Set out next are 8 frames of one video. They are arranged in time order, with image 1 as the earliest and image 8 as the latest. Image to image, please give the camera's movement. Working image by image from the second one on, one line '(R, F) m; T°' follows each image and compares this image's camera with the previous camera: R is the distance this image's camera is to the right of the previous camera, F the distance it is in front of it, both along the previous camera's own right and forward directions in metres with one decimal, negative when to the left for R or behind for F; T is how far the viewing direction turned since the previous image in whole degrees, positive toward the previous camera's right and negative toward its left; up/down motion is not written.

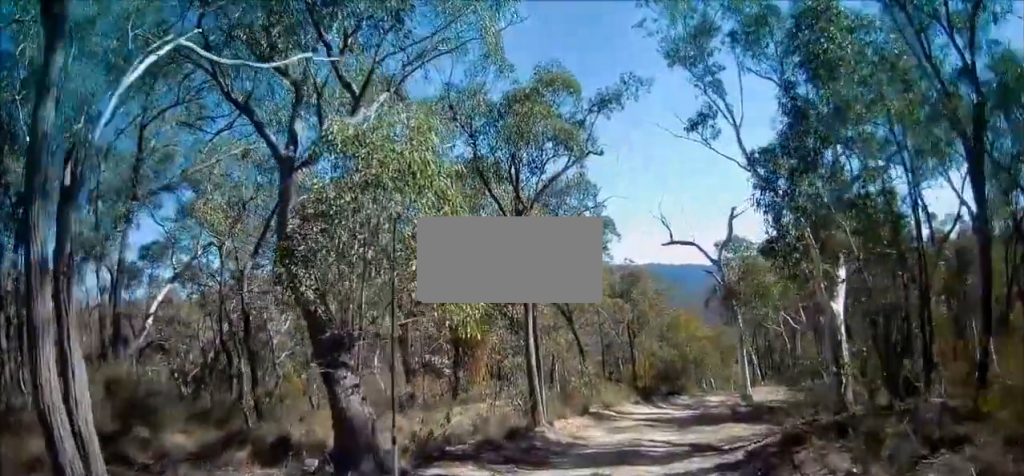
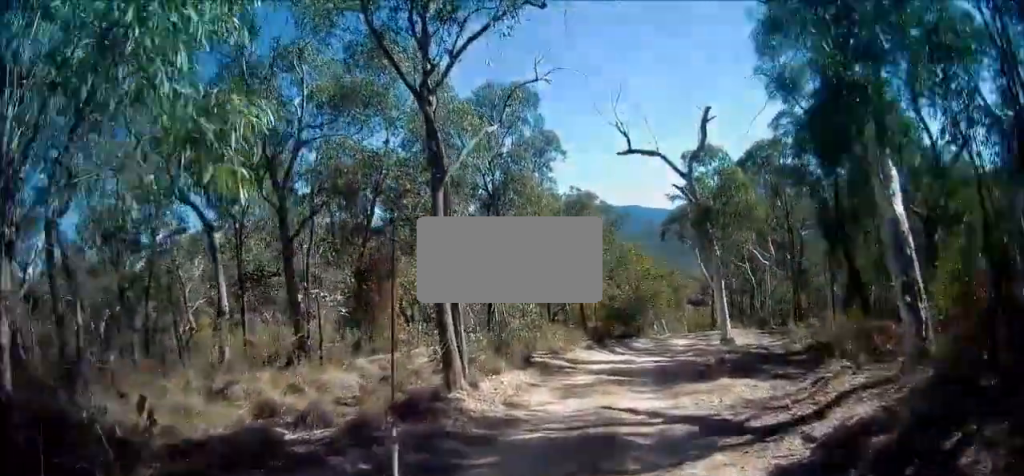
(+0.1, +4.8) m; +4°
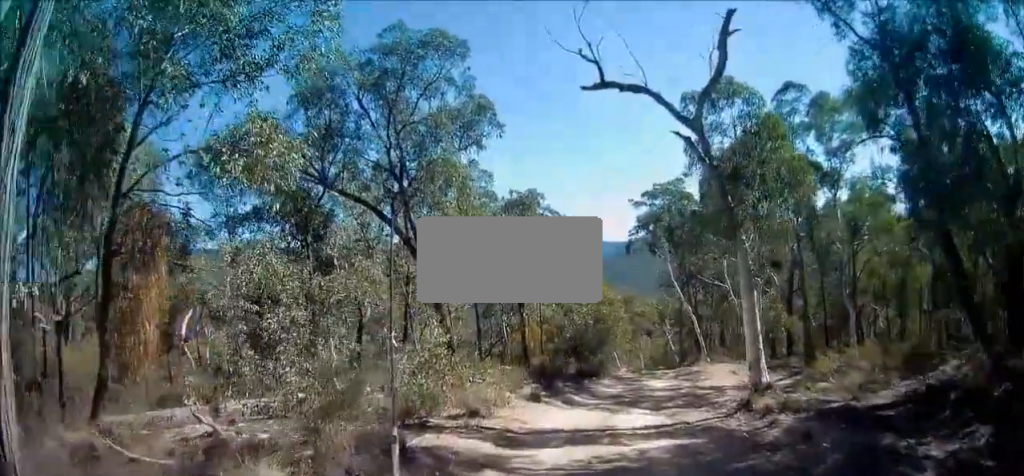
(+0.7, +8.5) m; +8°
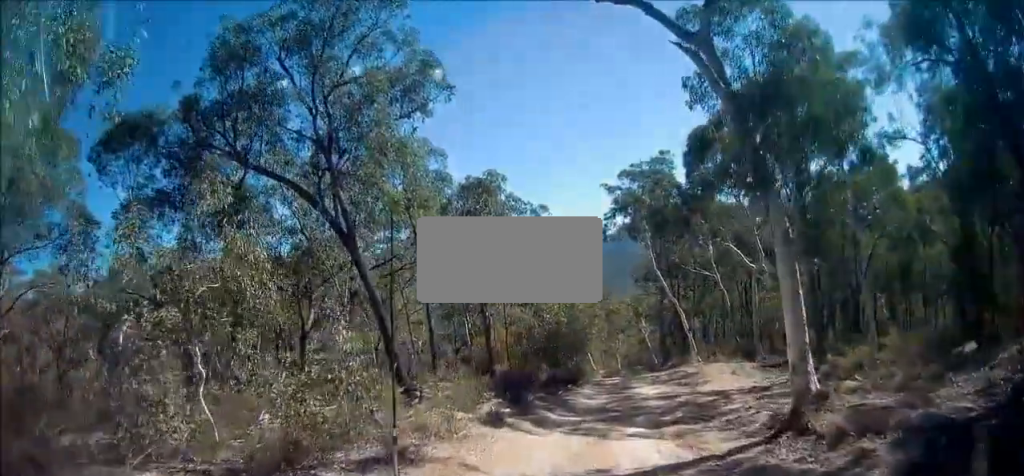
(+0.1, +4.0) m; +2°
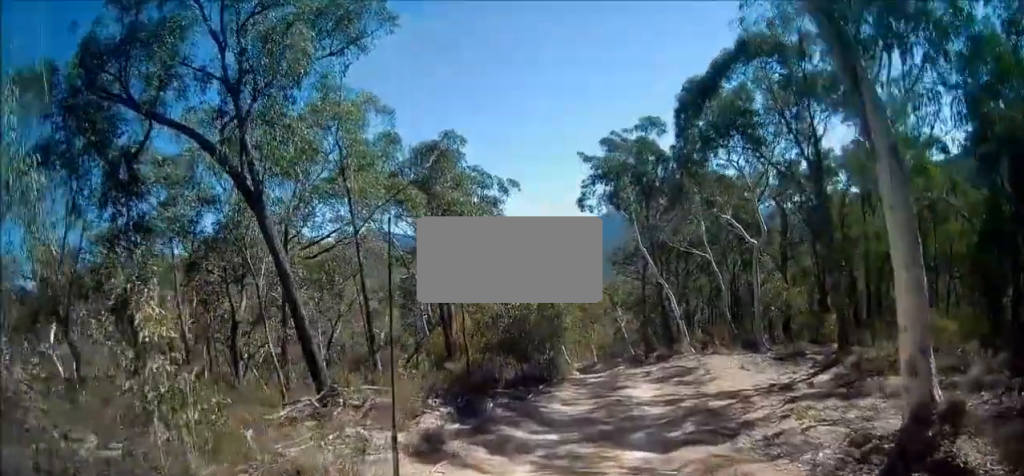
(0.0, +4.2) m; +2°
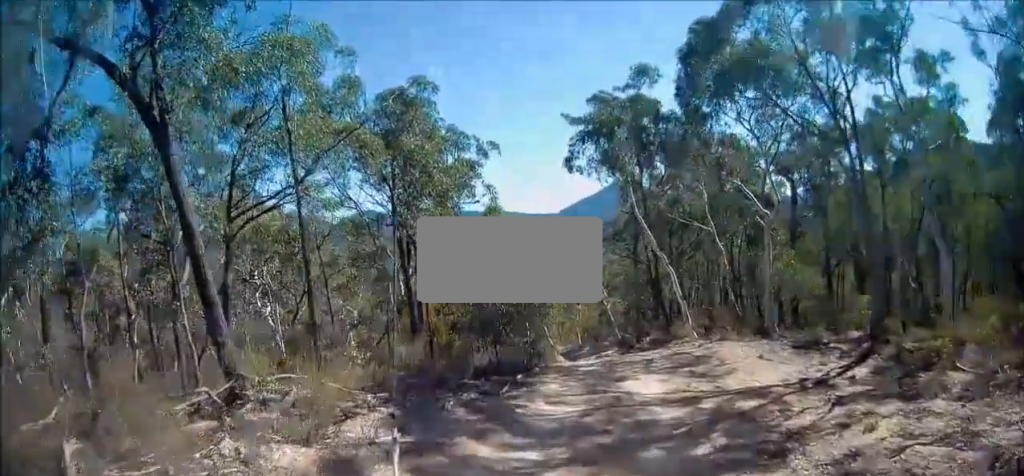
(+0.1, +3.2) m; +1°
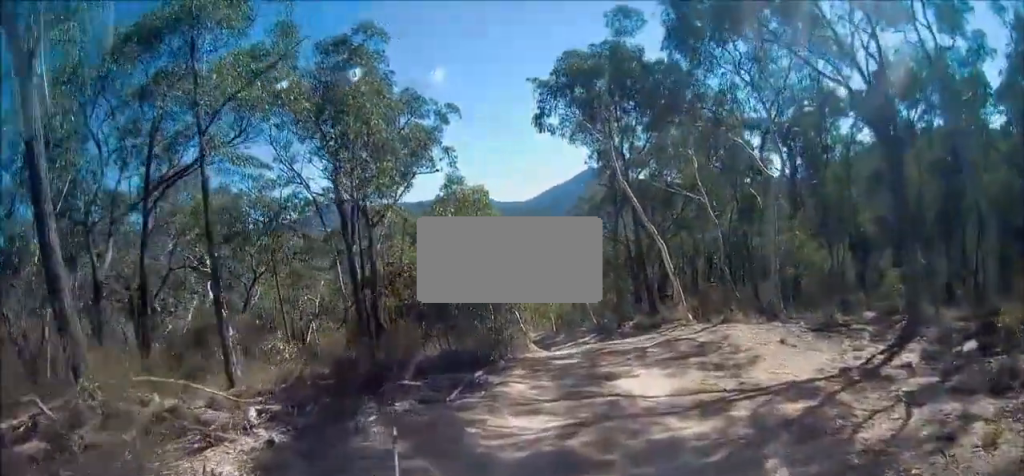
(0.0, +3.1) m; +2°
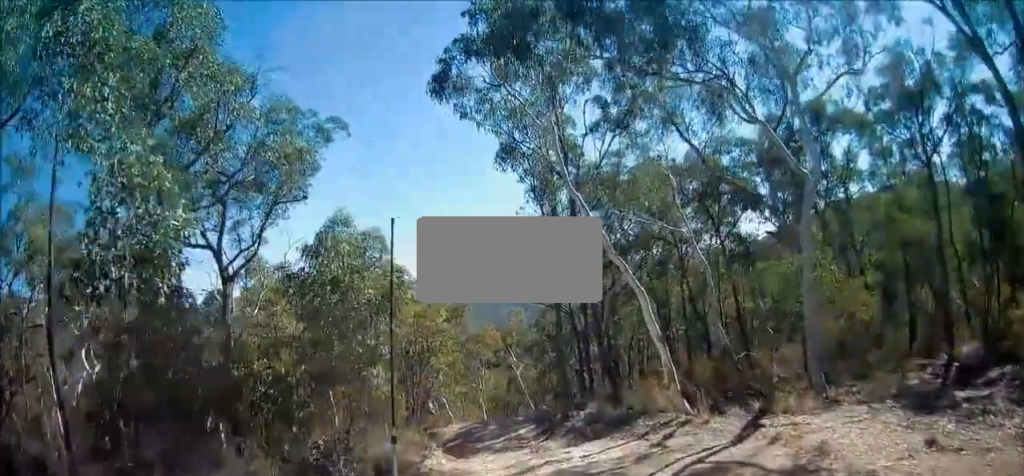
(+0.3, +7.3) m; +6°
